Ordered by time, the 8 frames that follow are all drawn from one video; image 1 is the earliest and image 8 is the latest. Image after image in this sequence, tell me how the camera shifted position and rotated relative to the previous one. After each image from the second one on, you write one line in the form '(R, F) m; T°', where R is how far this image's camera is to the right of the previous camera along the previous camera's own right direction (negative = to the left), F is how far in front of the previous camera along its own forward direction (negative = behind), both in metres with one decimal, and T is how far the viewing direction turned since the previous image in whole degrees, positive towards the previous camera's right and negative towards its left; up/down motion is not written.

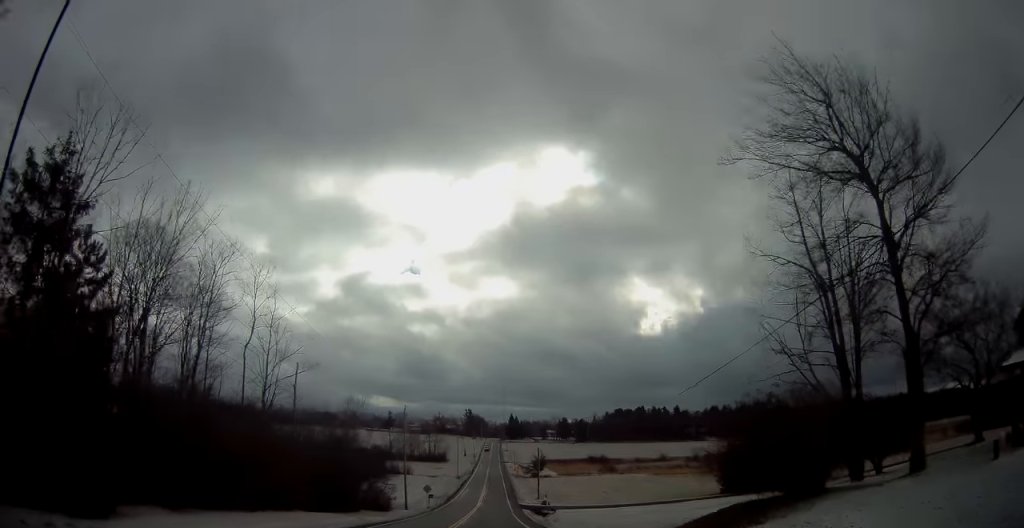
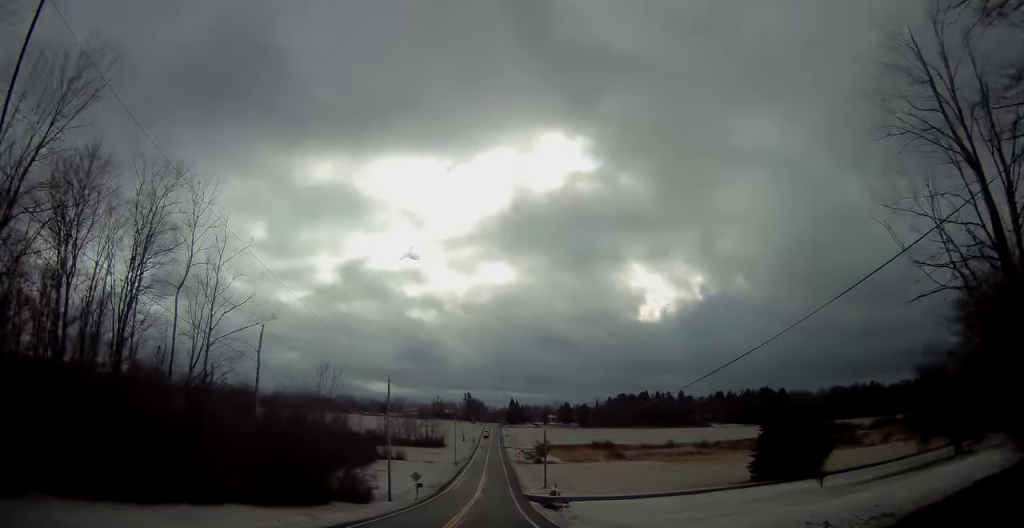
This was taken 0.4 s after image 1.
(0.0, +9.8) m; 0°
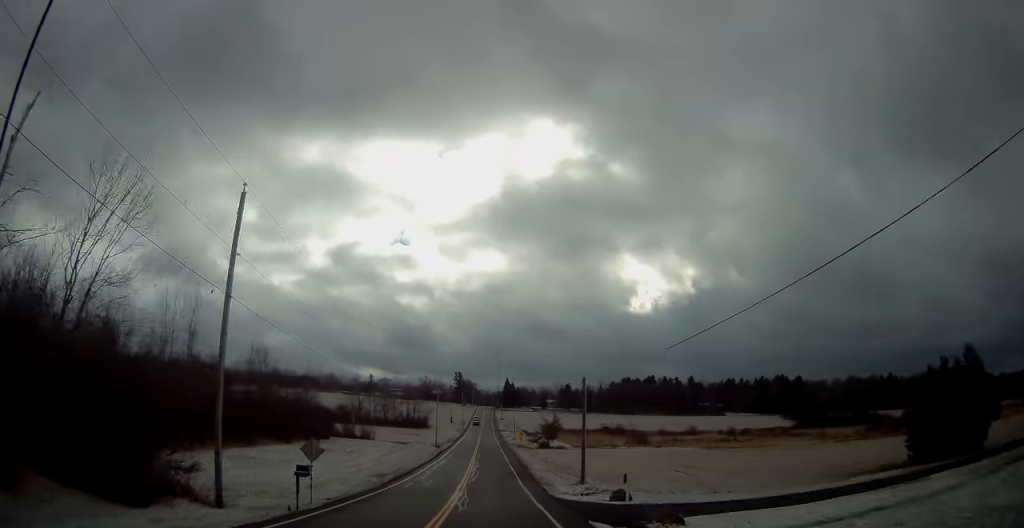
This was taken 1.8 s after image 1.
(+0.2, +31.4) m; 0°
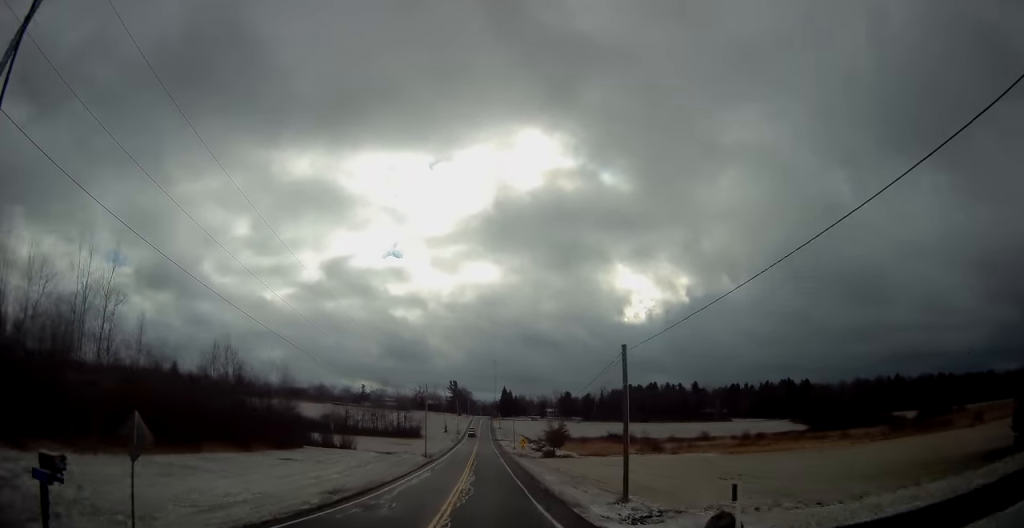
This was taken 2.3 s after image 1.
(-0.1, +12.4) m; 0°
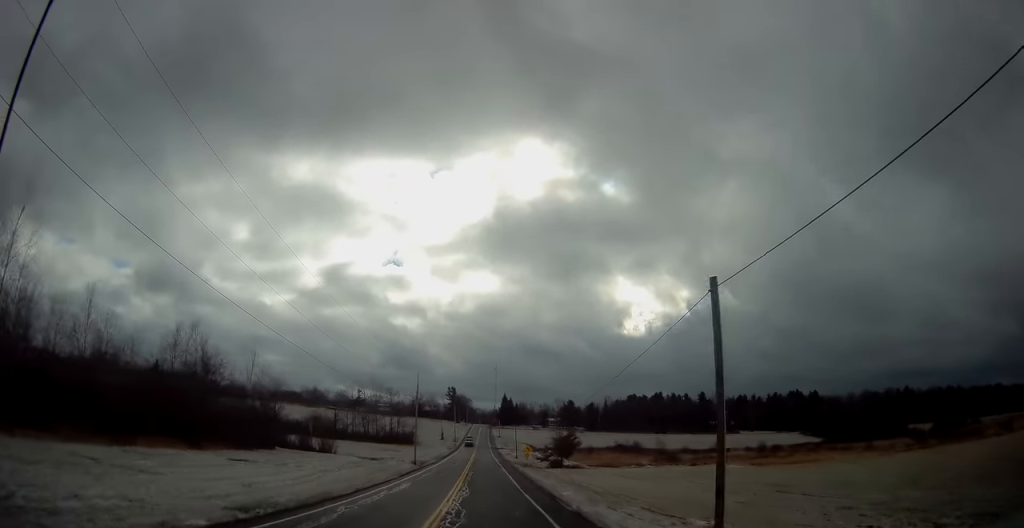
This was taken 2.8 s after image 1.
(+0.2, +11.0) m; 0°
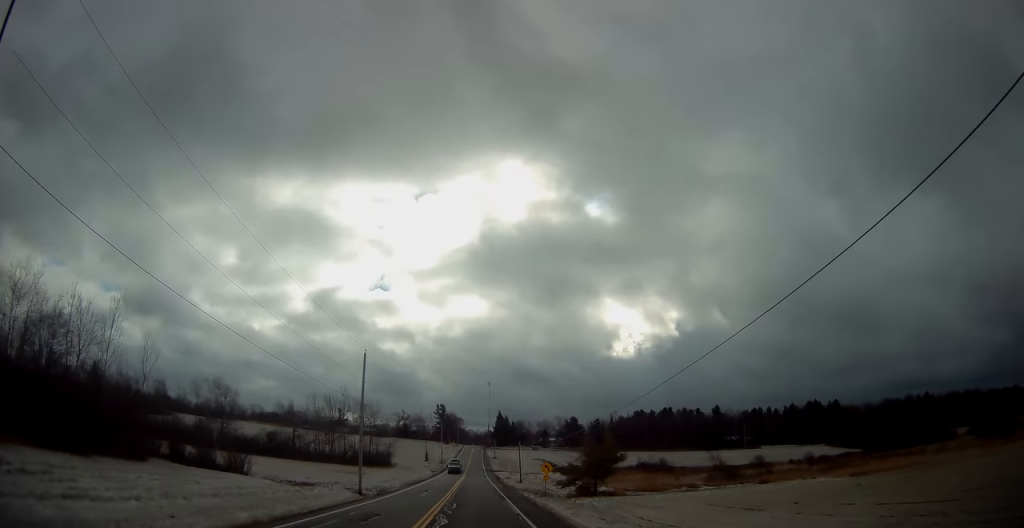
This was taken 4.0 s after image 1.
(+0.2, +28.4) m; 0°
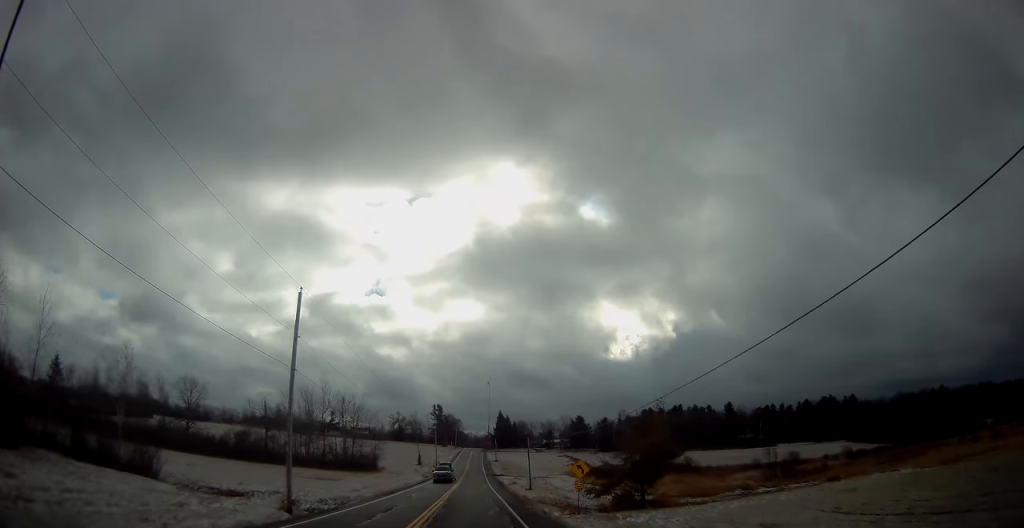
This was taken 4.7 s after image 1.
(0.0, +15.8) m; 0°
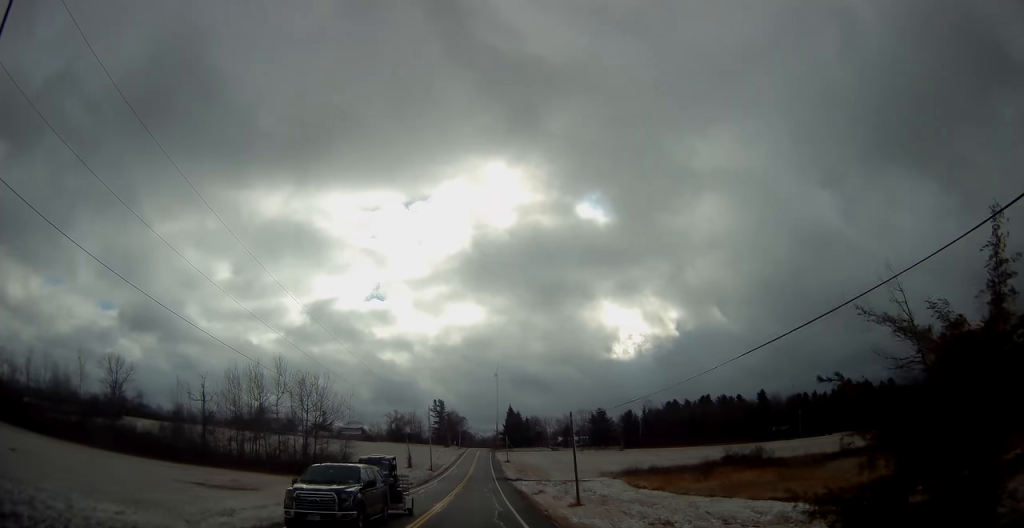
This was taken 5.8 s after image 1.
(-0.2, +27.6) m; -1°
